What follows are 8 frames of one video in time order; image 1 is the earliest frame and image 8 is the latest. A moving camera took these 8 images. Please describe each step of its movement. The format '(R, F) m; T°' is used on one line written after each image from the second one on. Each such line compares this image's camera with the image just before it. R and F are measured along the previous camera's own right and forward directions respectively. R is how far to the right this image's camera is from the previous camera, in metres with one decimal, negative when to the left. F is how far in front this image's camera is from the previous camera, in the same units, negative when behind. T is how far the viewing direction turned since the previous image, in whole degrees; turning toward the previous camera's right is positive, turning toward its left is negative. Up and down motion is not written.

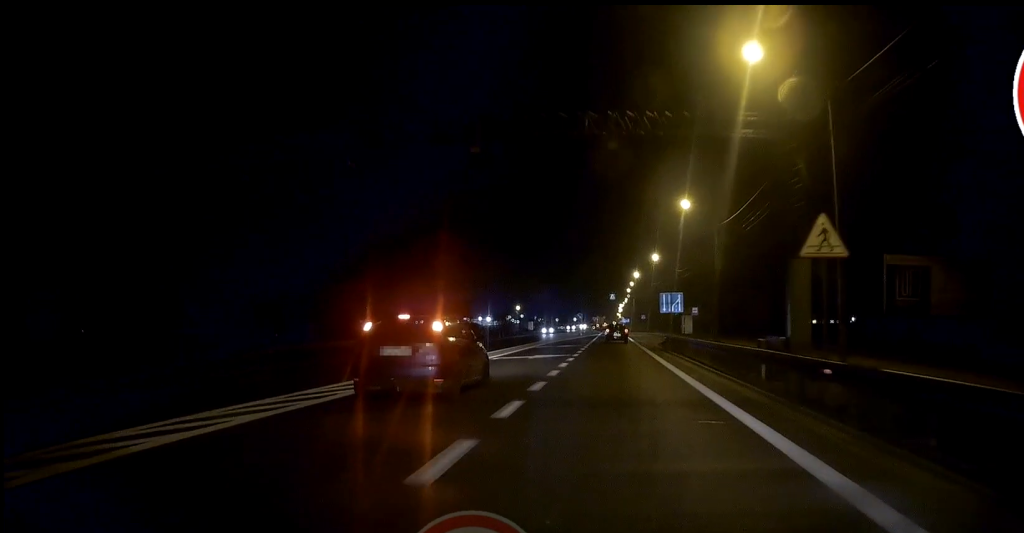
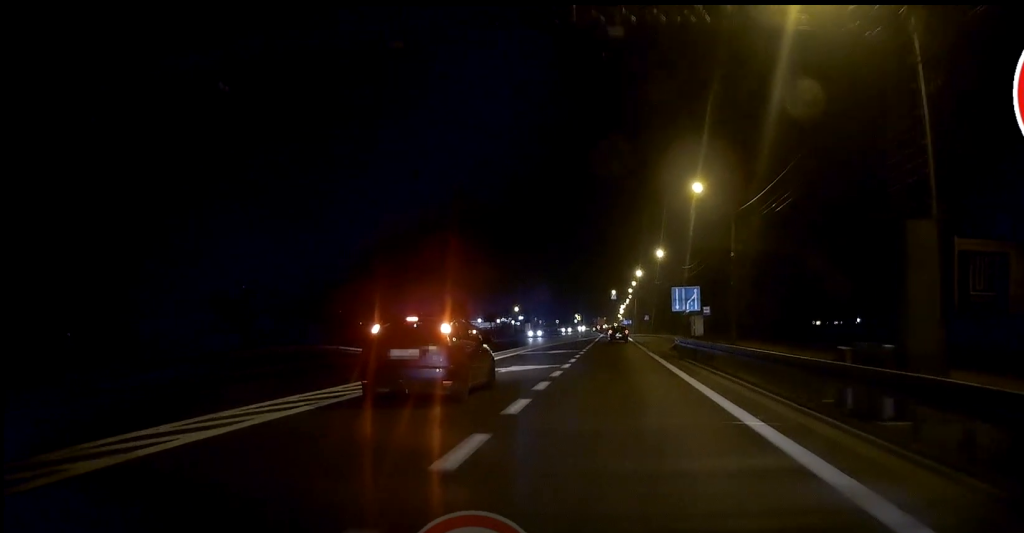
(+0.2, +8.9) m; +1°
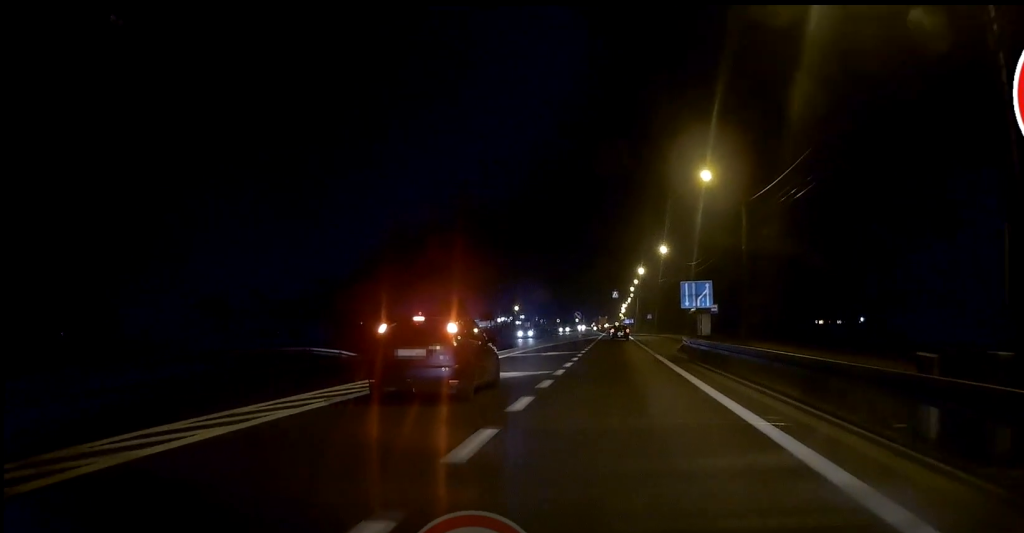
(0.0, +4.4) m; -1°
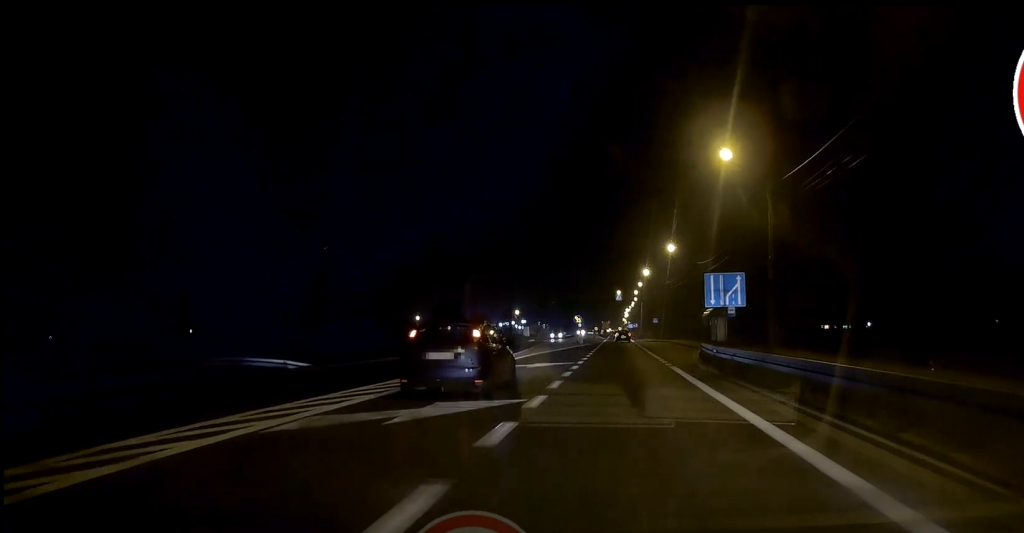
(-0.1, +8.7) m; +1°
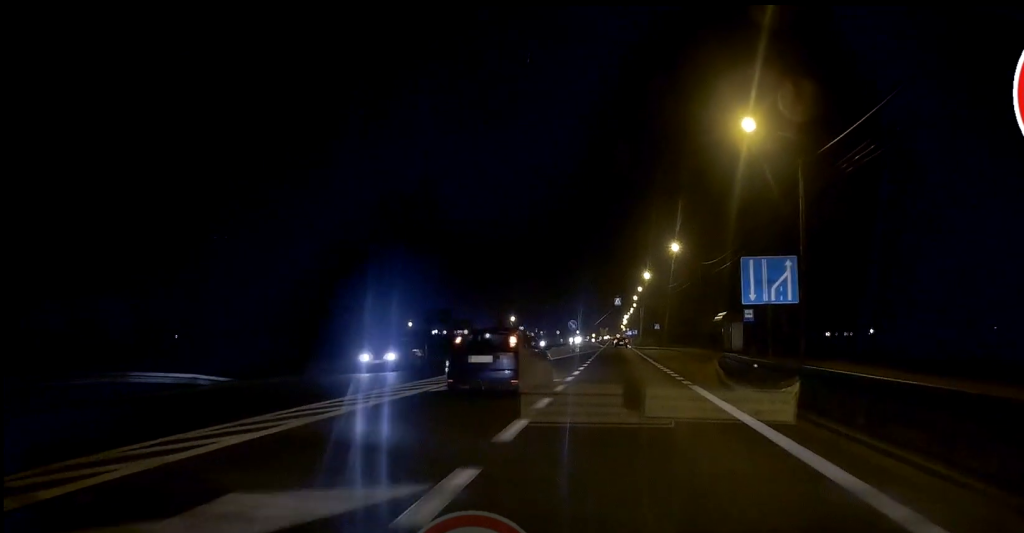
(+0.2, +6.5) m; 0°
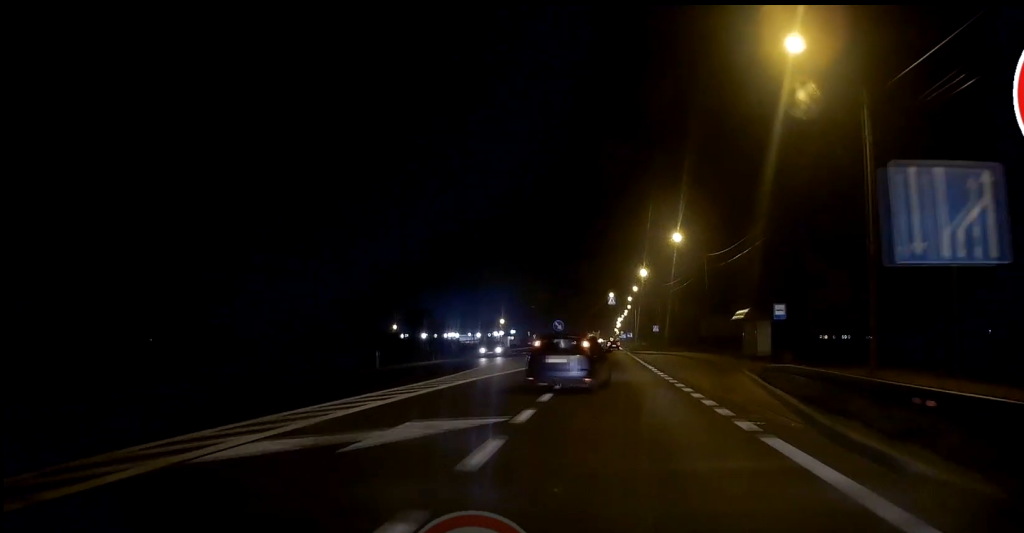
(-0.3, +7.5) m; -2°
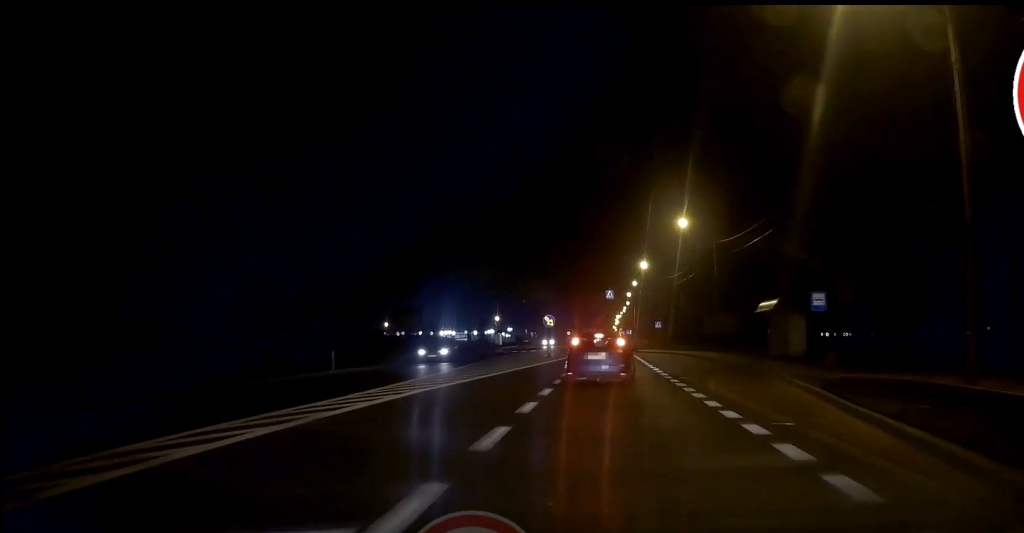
(+0.1, +5.3) m; +1°
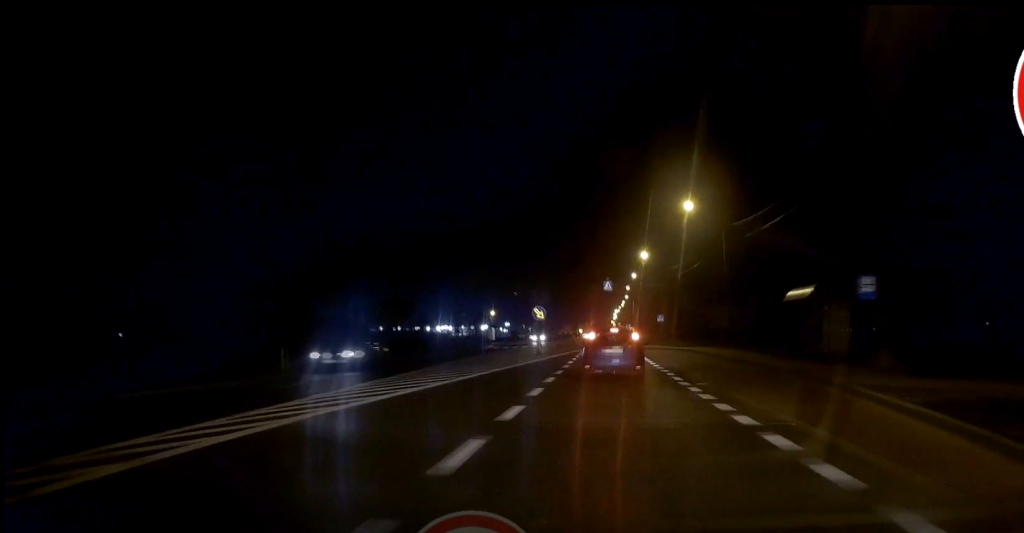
(0.0, +4.5) m; +1°
